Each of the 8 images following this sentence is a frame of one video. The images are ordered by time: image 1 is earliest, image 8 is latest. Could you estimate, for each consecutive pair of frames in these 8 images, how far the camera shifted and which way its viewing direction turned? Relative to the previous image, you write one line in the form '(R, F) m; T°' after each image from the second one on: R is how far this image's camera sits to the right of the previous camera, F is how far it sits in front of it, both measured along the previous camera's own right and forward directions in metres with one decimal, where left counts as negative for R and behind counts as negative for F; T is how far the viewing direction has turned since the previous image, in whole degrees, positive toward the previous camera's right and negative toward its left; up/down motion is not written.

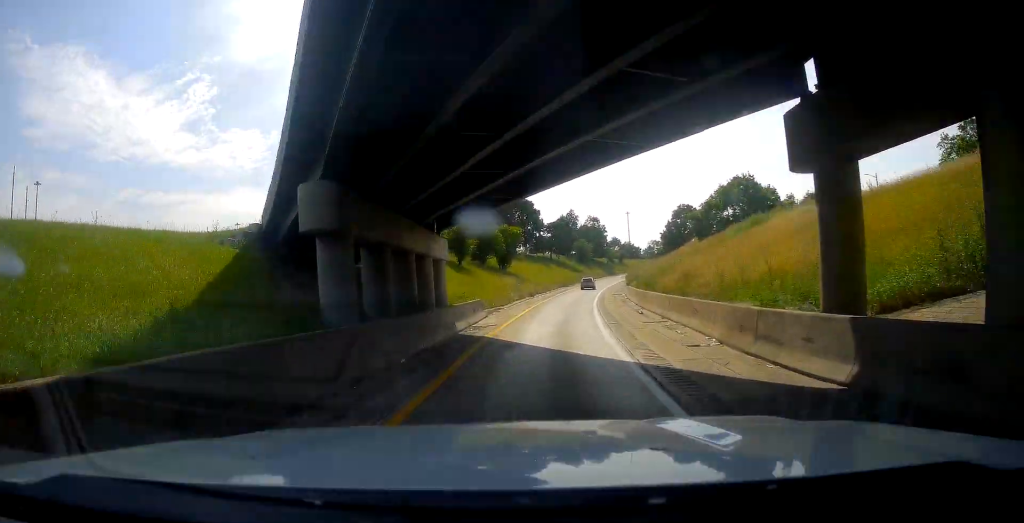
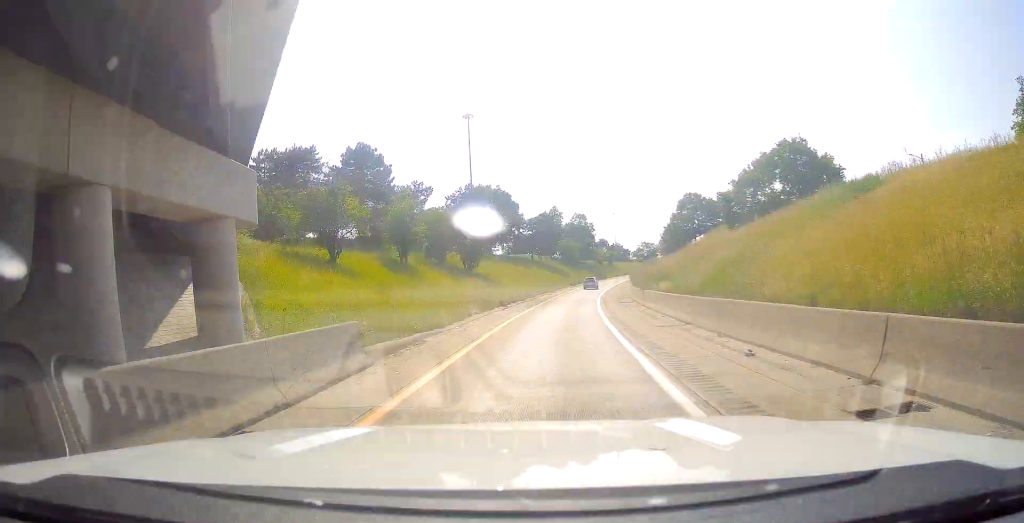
(-0.4, +19.1) m; +1°
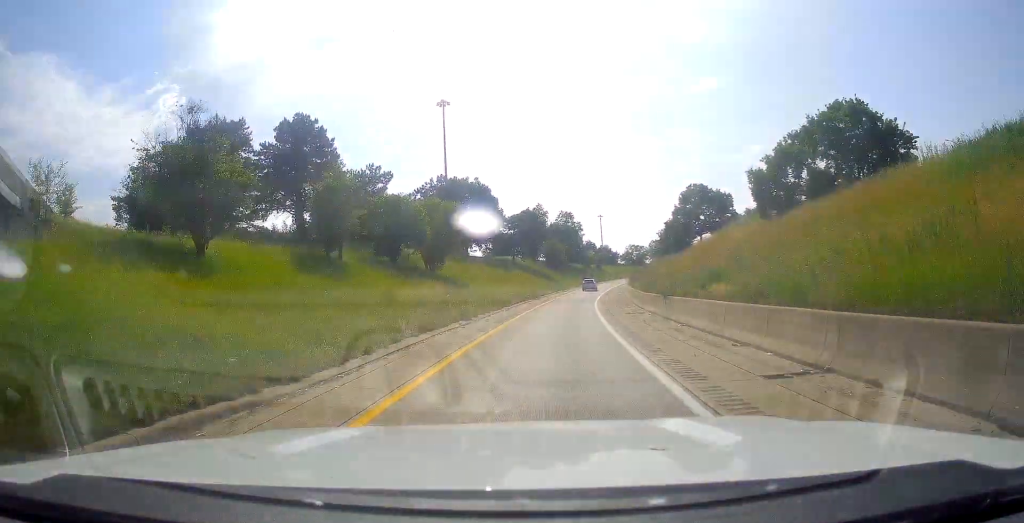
(+0.2, +12.7) m; +1°
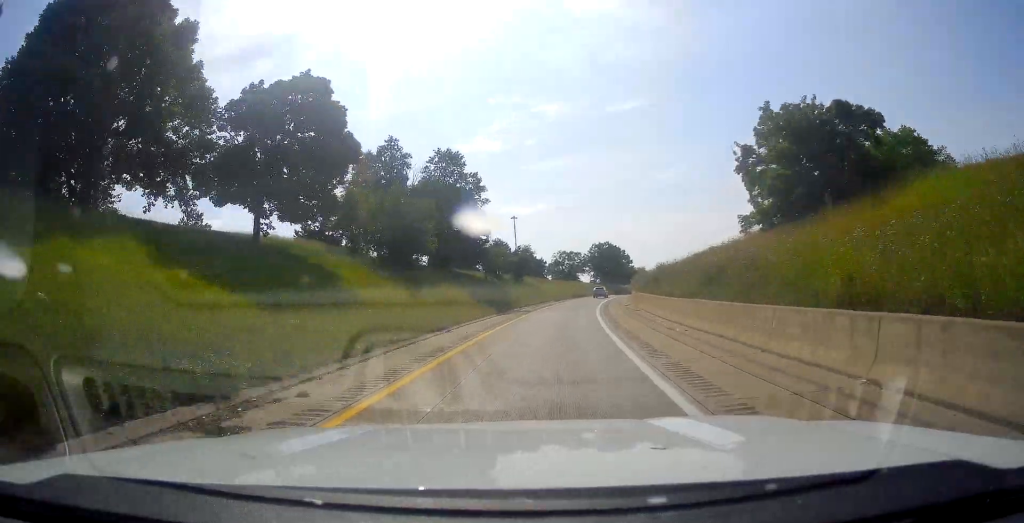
(+5.9, +76.5) m; +9°
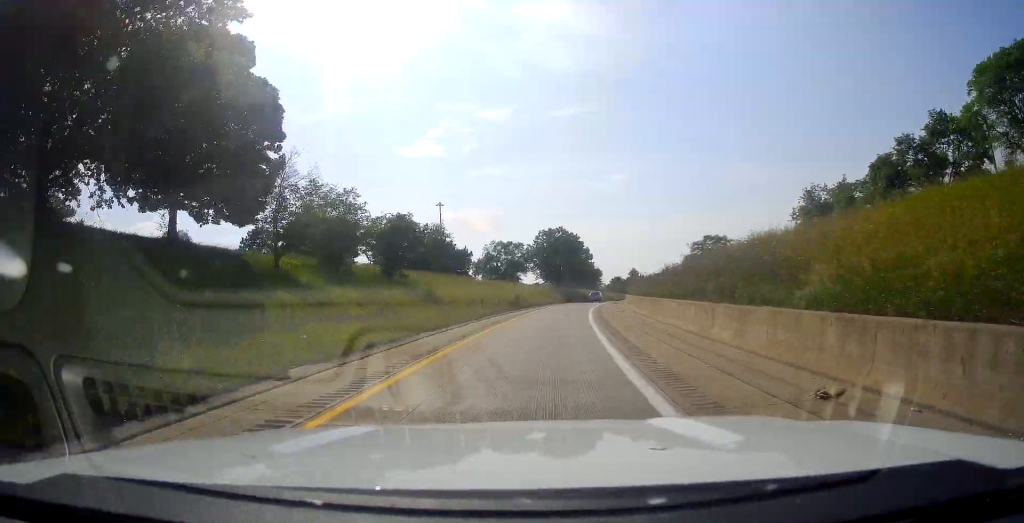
(+1.7, +44.2) m; +6°
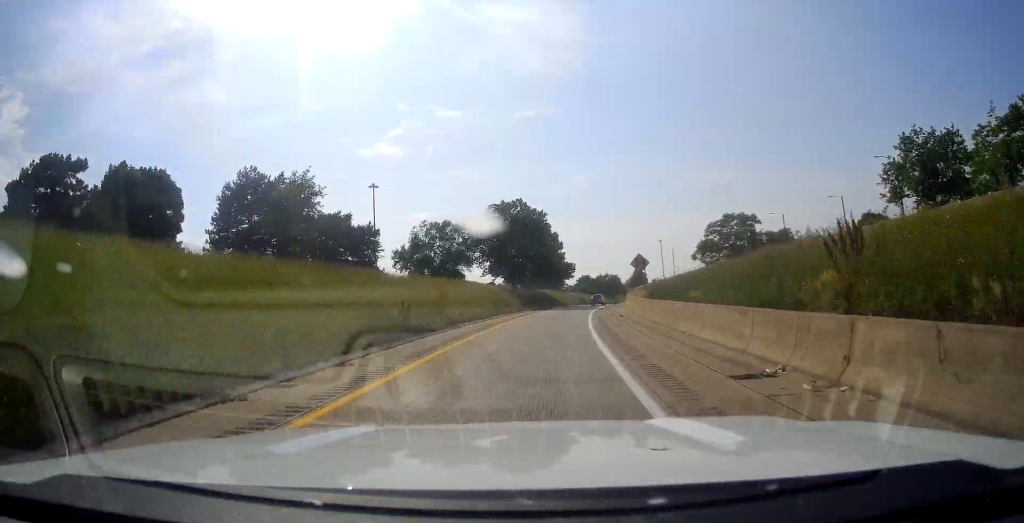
(+1.7, +33.4) m; +4°
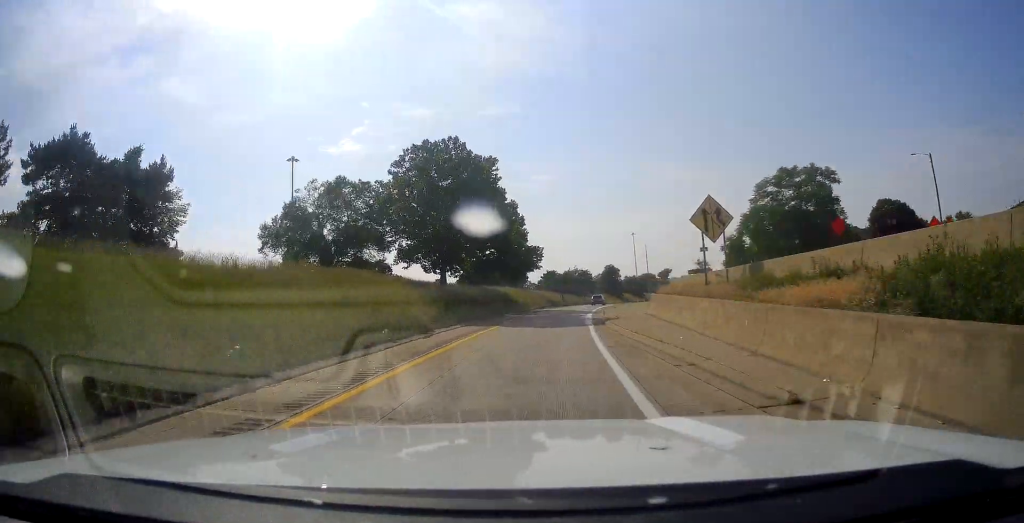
(+0.6, +30.0) m; +4°
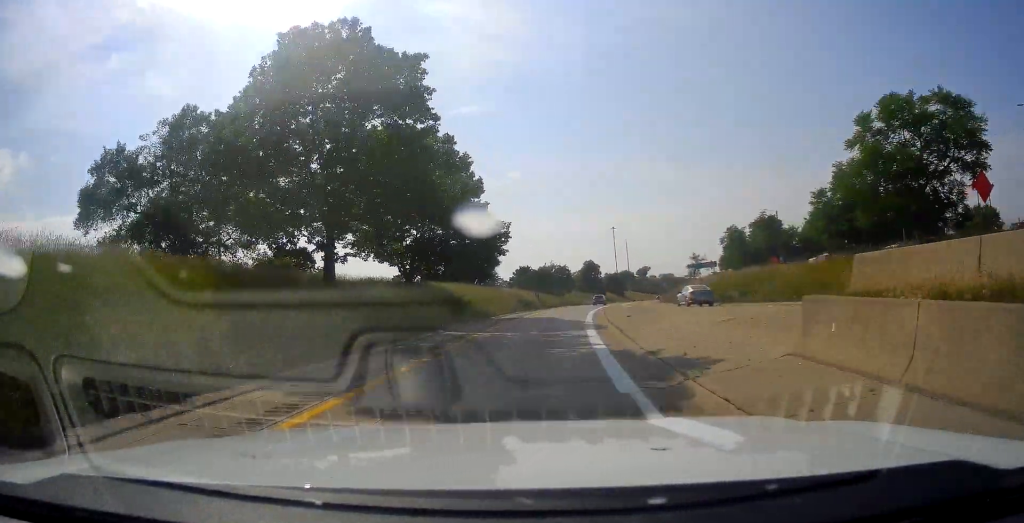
(+1.1, +20.5) m; +3°
